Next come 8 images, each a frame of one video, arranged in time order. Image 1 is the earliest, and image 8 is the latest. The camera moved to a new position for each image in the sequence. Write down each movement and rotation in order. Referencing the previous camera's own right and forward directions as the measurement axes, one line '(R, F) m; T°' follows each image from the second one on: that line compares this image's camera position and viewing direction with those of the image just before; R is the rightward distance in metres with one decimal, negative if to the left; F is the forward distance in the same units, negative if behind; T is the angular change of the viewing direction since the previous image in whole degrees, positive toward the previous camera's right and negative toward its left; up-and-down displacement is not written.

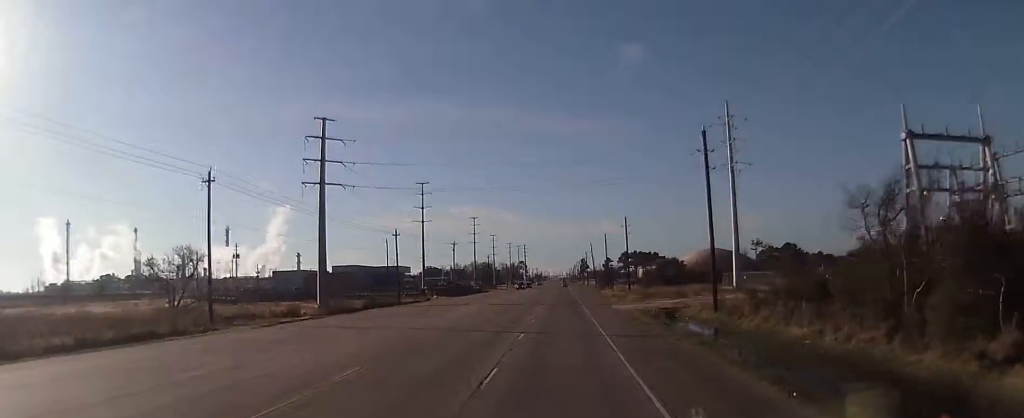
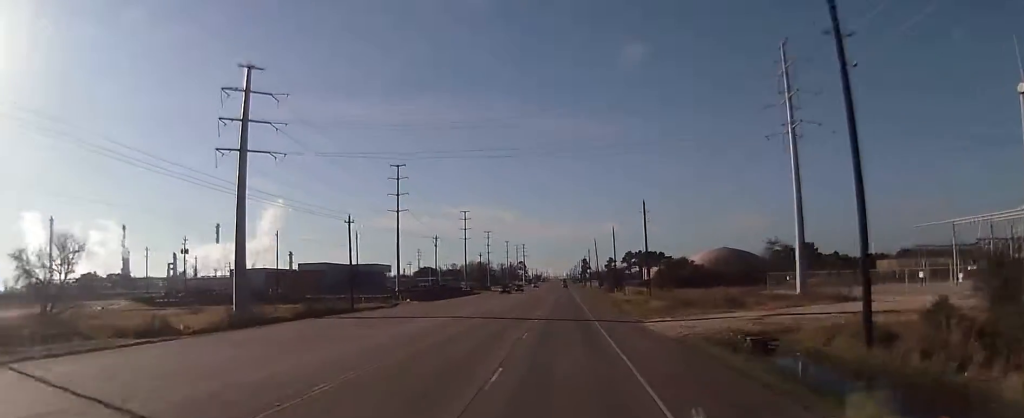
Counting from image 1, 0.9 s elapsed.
(+0.1, +24.1) m; 0°
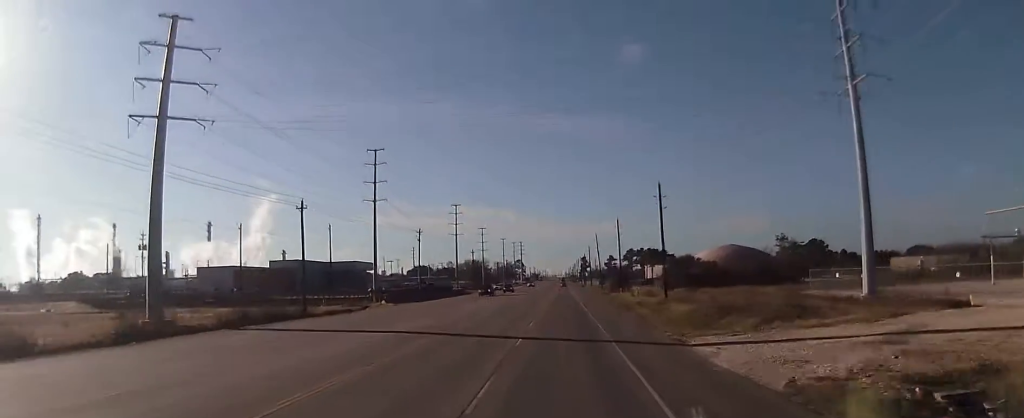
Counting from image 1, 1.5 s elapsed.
(0.0, +15.2) m; 0°
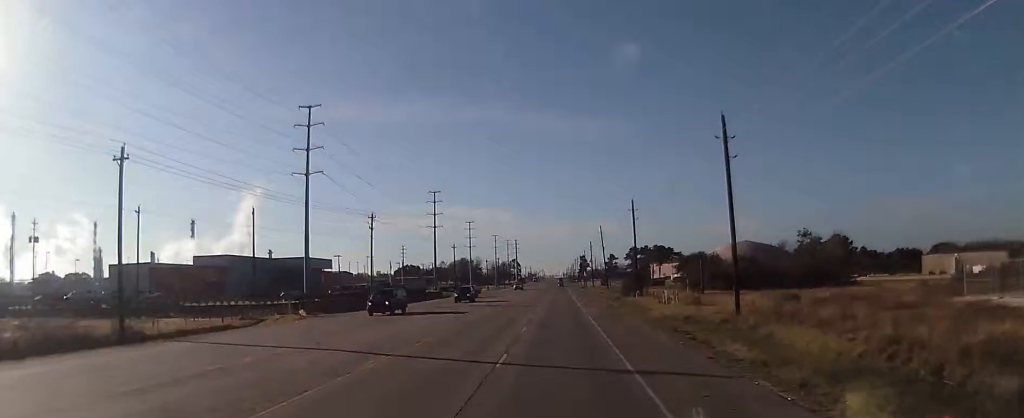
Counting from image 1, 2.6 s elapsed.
(-0.1, +30.3) m; +1°
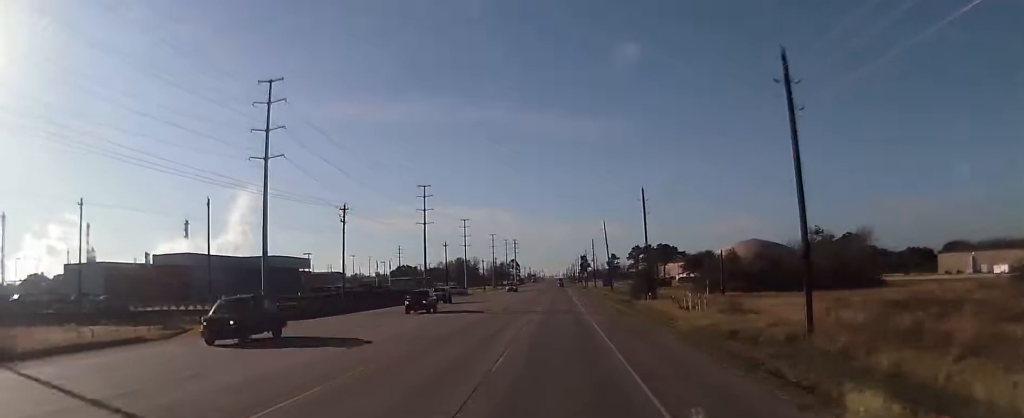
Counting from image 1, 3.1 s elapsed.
(+0.2, +12.5) m; 0°
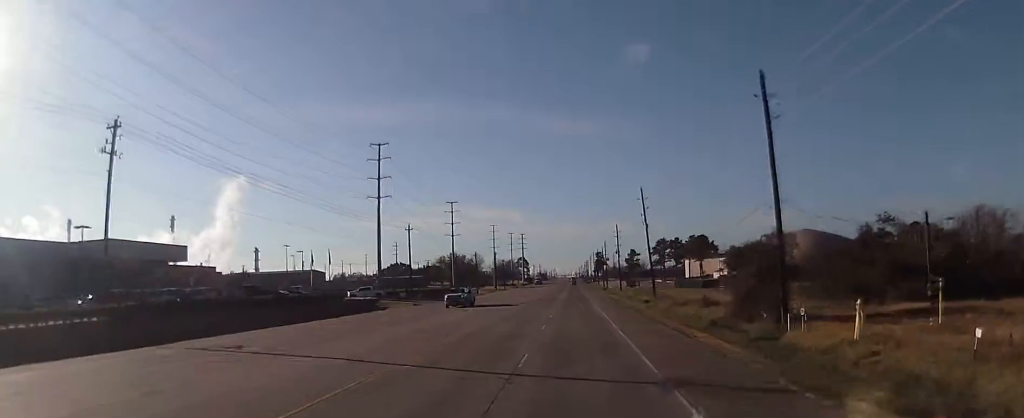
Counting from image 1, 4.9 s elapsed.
(0.0, +48.4) m; -1°
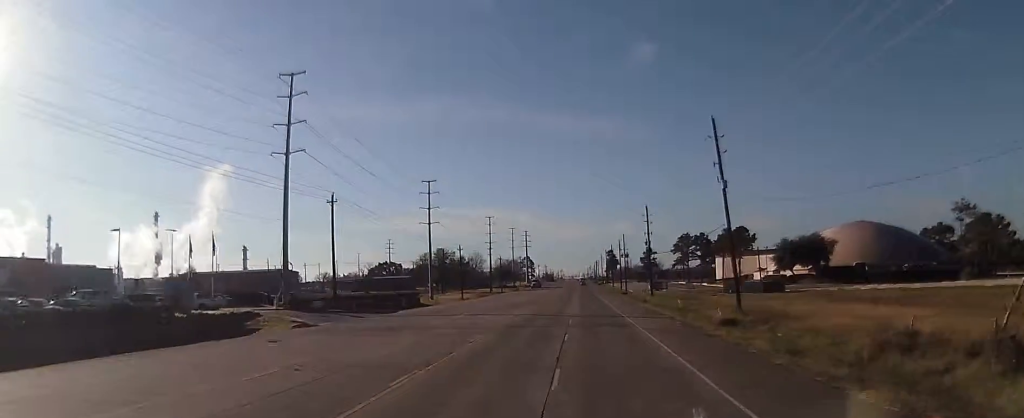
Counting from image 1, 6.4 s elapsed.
(-0.6, +40.4) m; -1°
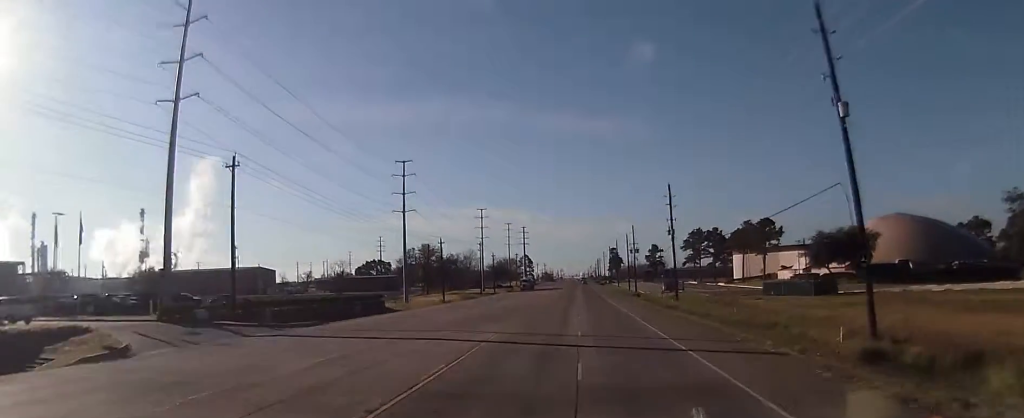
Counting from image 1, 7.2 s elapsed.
(0.0, +22.5) m; 0°
